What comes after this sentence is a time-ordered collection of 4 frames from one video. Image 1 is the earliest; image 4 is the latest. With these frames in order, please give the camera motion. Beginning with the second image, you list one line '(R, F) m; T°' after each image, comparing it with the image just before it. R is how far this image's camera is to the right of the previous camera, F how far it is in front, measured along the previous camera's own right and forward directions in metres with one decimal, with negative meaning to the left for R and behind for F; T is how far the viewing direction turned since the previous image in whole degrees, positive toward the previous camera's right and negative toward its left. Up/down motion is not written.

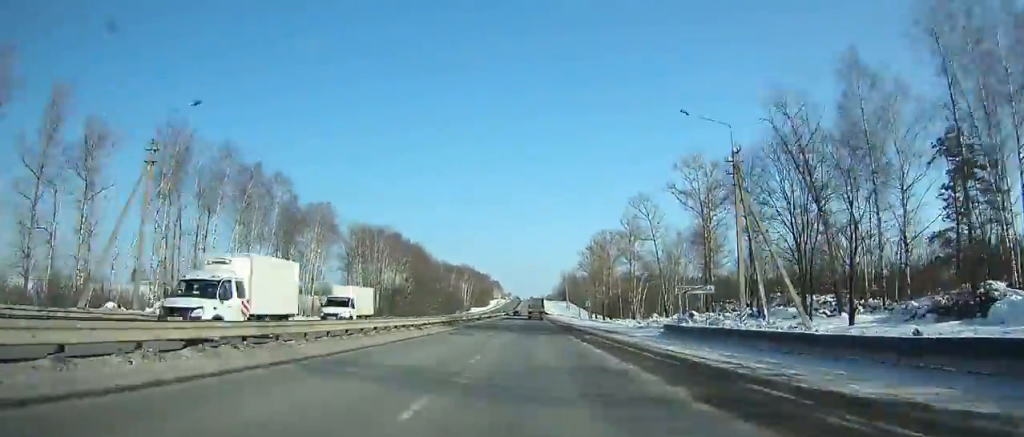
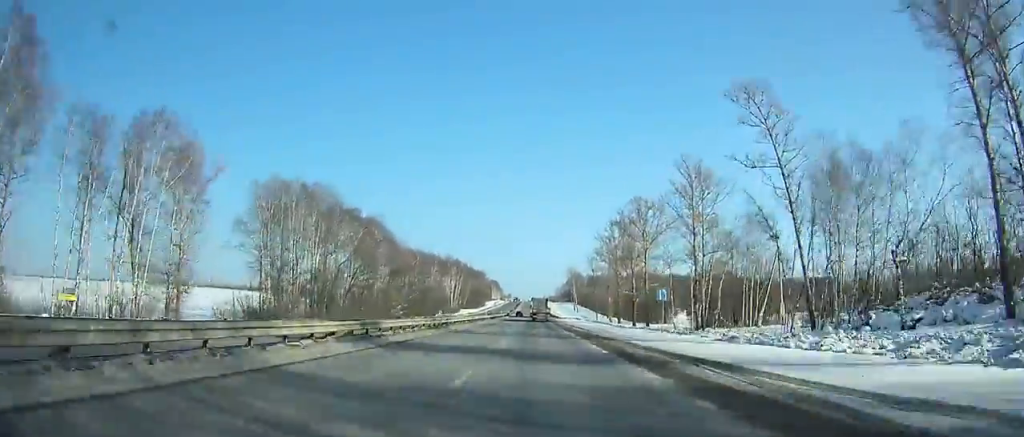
(0.0, +53.3) m; 0°
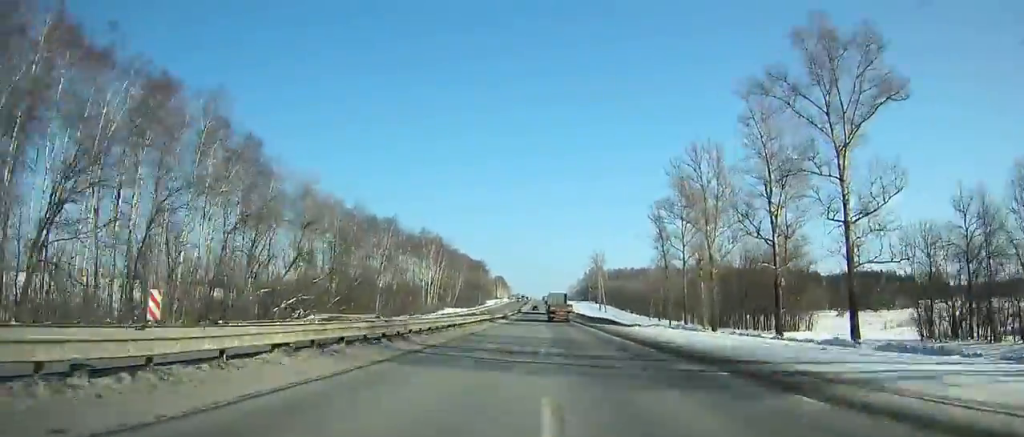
(-0.4, +76.1) m; 0°
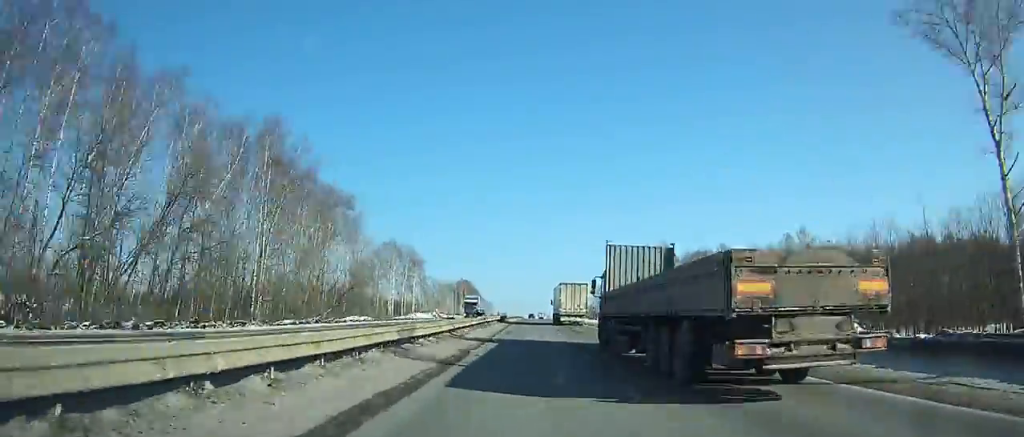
(+1.9, +224.1) m; +1°
